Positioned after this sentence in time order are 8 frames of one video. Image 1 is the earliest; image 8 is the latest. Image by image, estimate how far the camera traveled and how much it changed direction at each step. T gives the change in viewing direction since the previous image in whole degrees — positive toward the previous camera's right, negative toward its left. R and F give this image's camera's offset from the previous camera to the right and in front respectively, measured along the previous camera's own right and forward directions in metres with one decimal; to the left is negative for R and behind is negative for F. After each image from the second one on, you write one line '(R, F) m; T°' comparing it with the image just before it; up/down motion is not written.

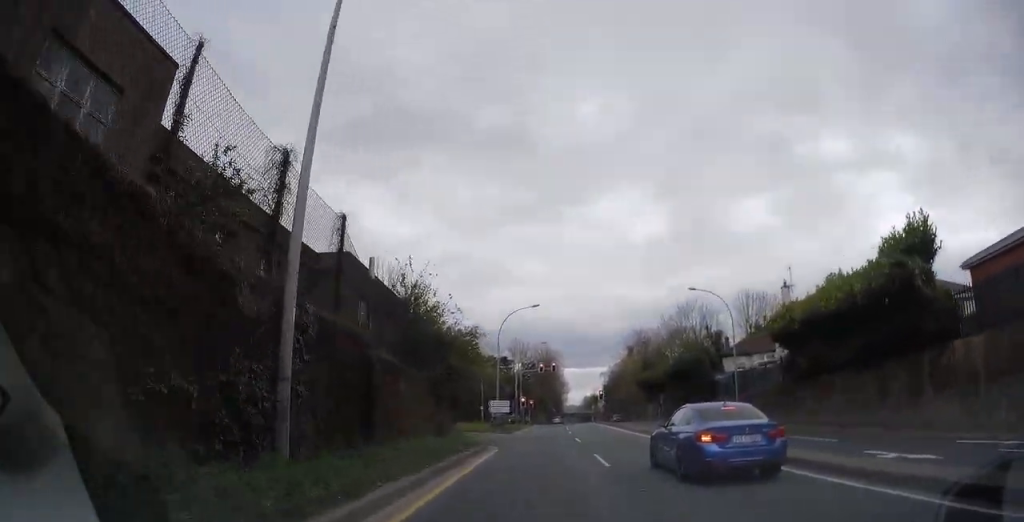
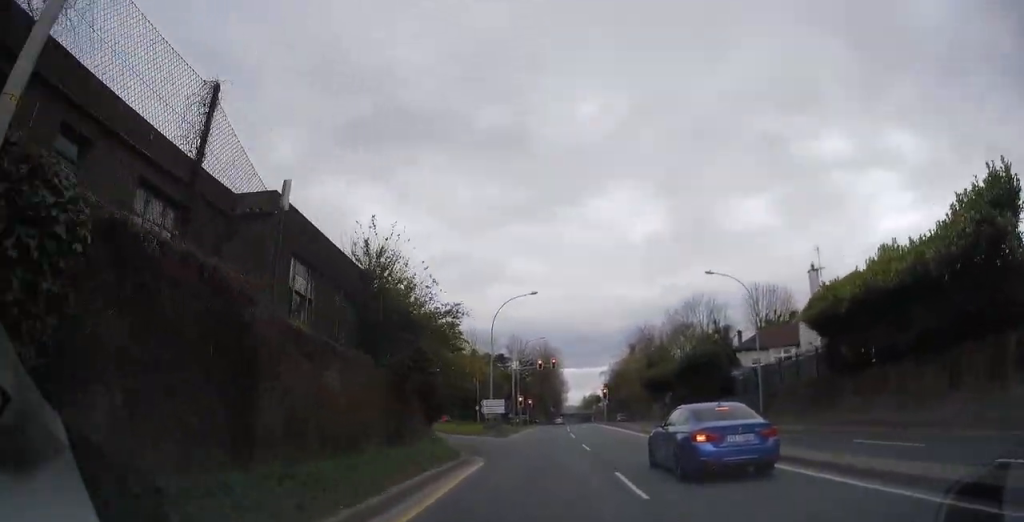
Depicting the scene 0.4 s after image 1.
(+0.2, +6.2) m; 0°
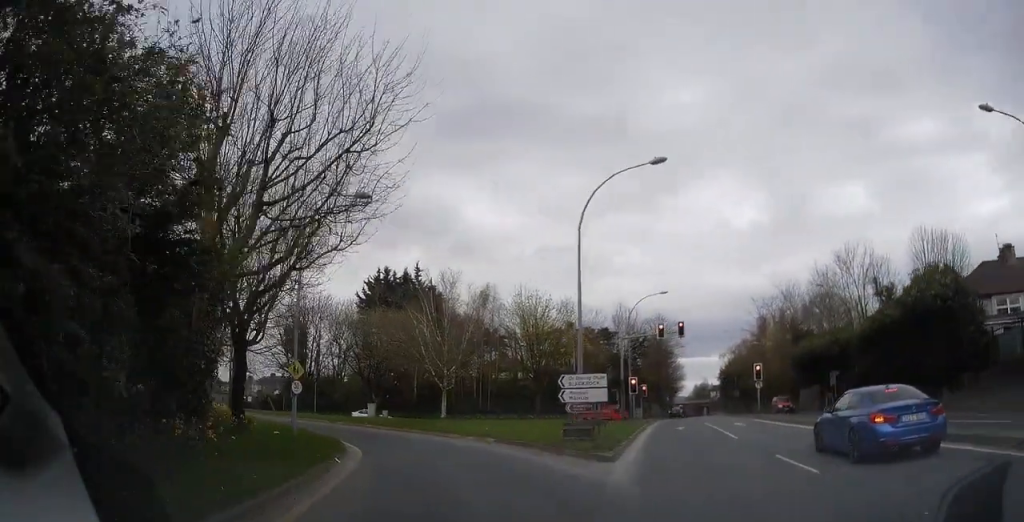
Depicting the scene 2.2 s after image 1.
(-0.5, +24.7) m; -3°
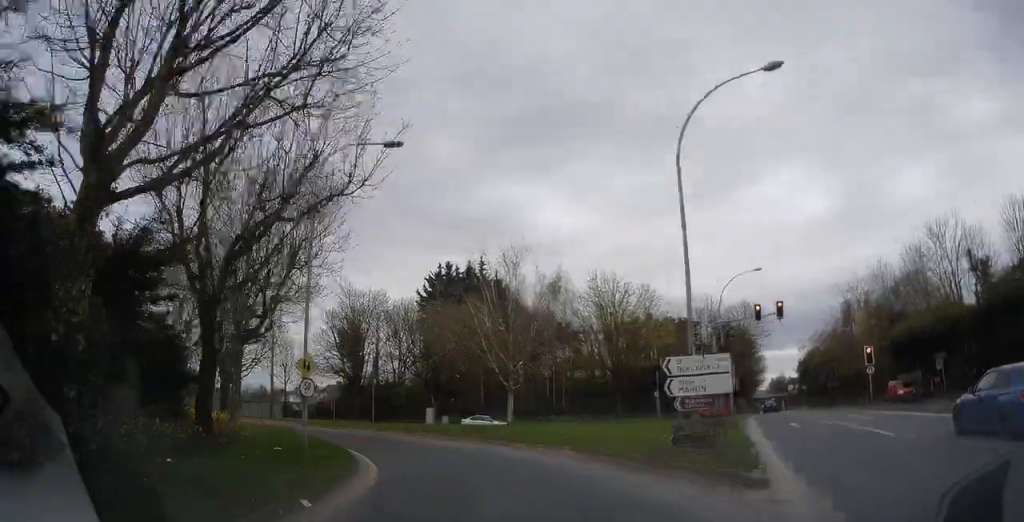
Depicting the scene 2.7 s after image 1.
(-0.1, +6.6) m; -3°
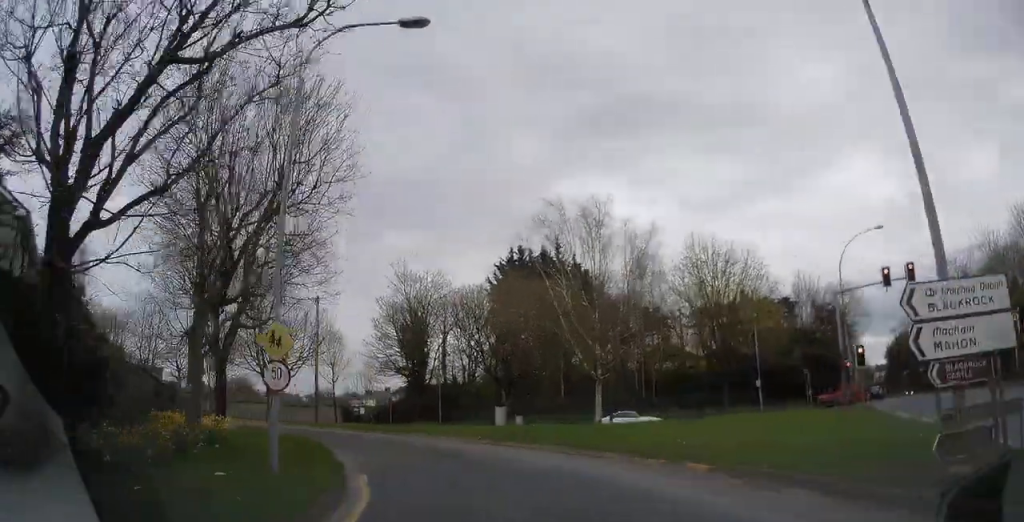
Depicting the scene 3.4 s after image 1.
(-0.1, +7.5) m; -5°
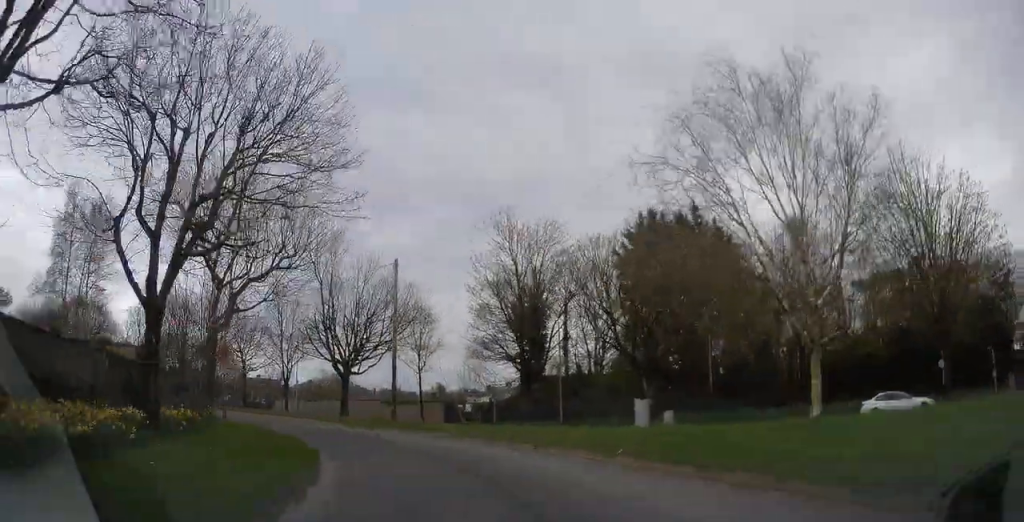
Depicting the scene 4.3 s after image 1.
(-1.0, +10.6) m; -13°
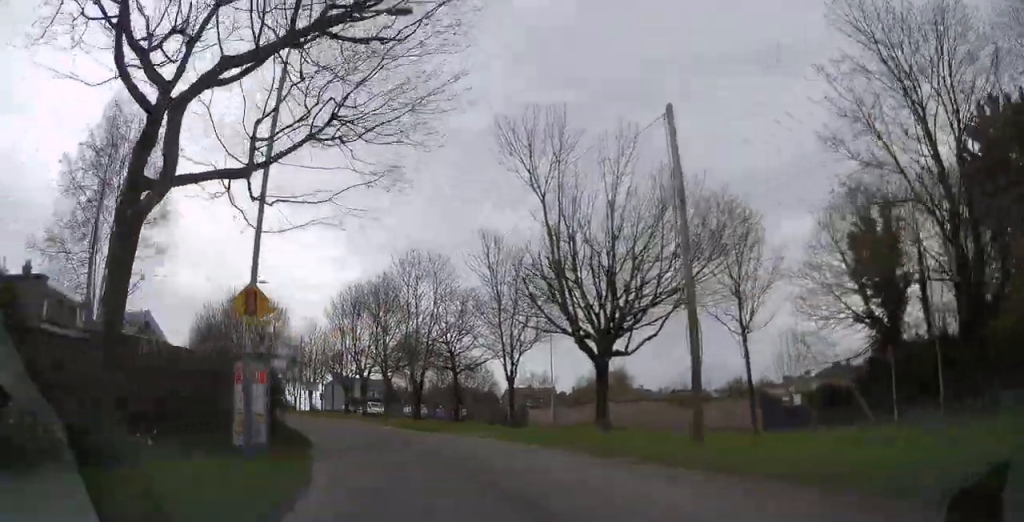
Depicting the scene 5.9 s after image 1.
(-3.8, +17.5) m; -21°
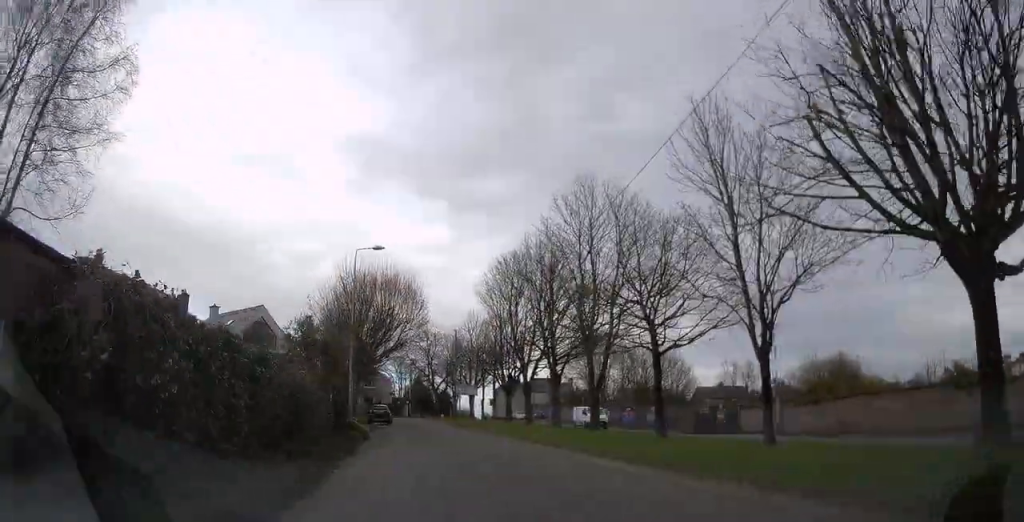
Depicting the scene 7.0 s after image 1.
(-1.5, +12.8) m; -14°
